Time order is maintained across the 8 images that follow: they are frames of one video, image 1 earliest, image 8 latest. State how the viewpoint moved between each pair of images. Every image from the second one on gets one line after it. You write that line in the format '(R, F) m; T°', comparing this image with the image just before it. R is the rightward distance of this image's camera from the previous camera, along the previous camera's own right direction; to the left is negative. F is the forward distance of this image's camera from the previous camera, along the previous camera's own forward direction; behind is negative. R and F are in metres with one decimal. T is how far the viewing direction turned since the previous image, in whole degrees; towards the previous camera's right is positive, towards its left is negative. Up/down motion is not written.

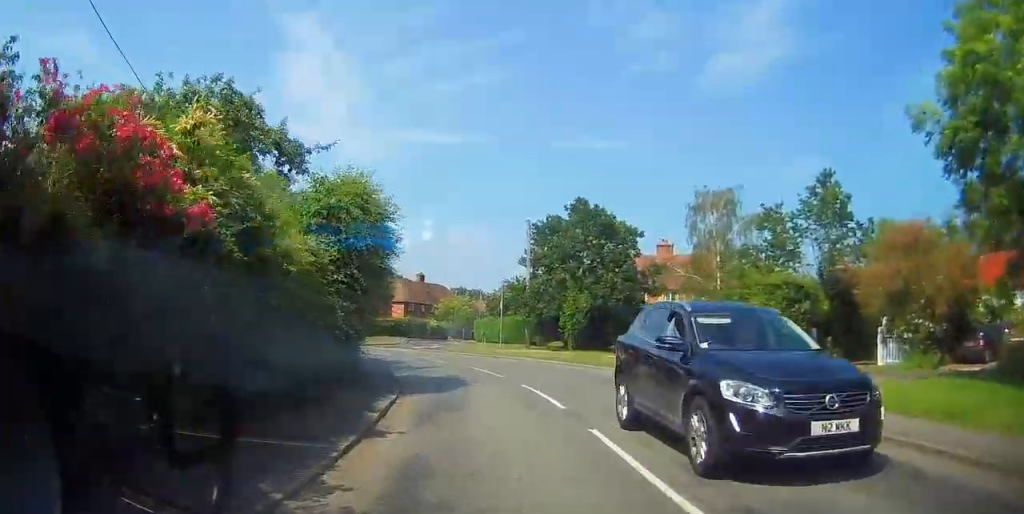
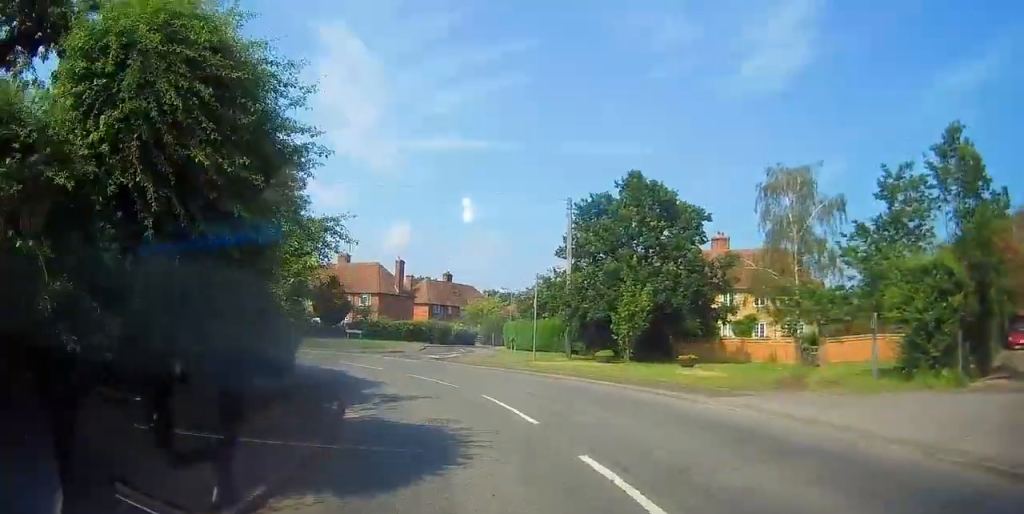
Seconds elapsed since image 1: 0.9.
(-0.2, +5.3) m; -6°
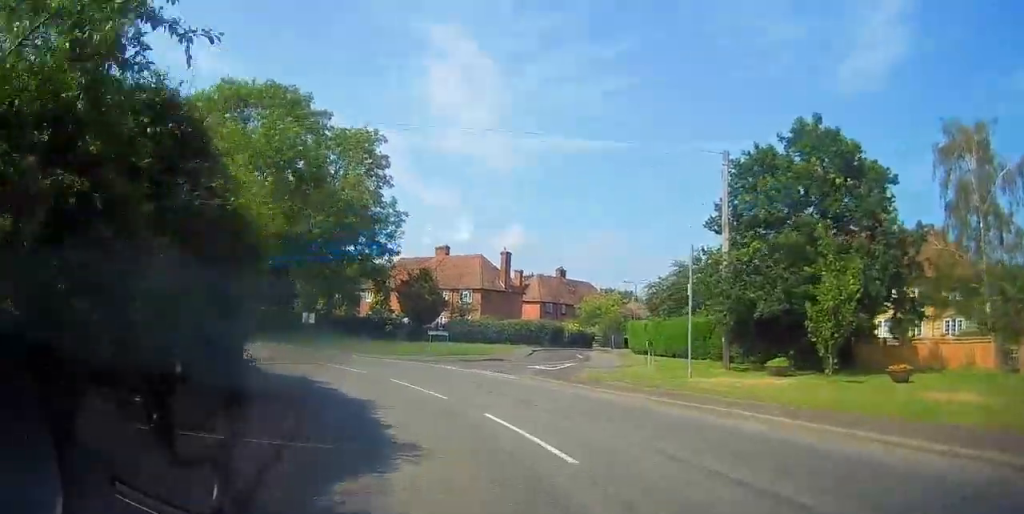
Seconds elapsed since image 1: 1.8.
(-0.5, +7.4) m; -8°
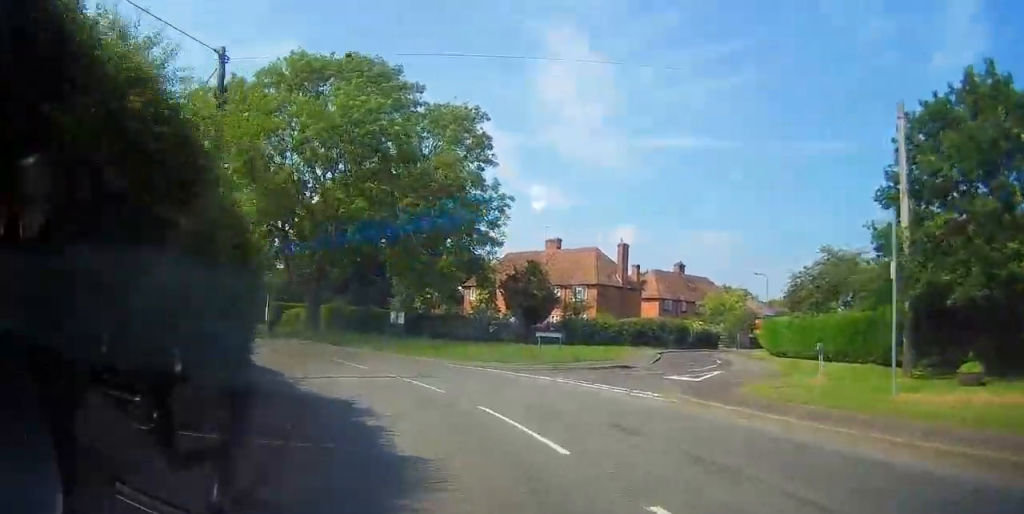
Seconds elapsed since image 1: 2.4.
(+0.1, +6.2) m; -6°
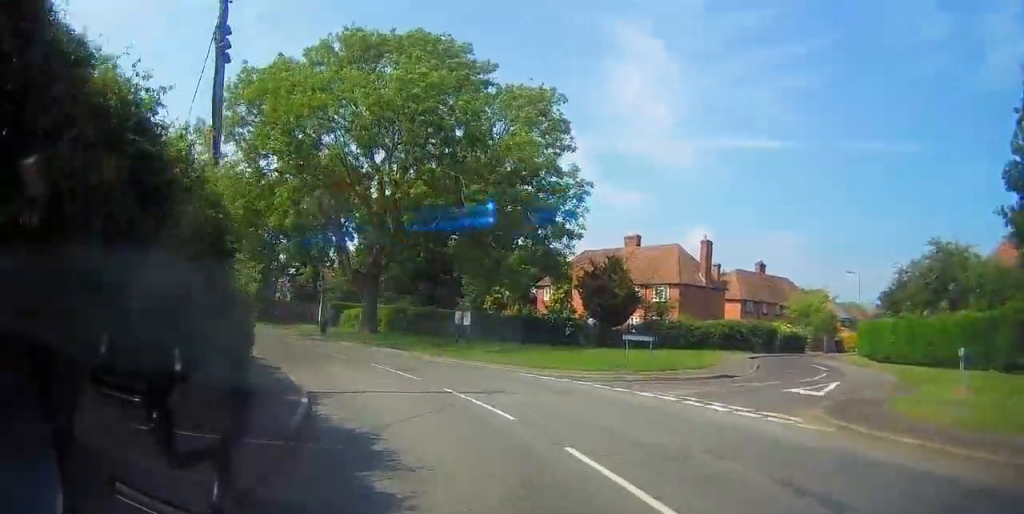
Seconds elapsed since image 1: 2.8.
(-0.5, +4.0) m; -7°
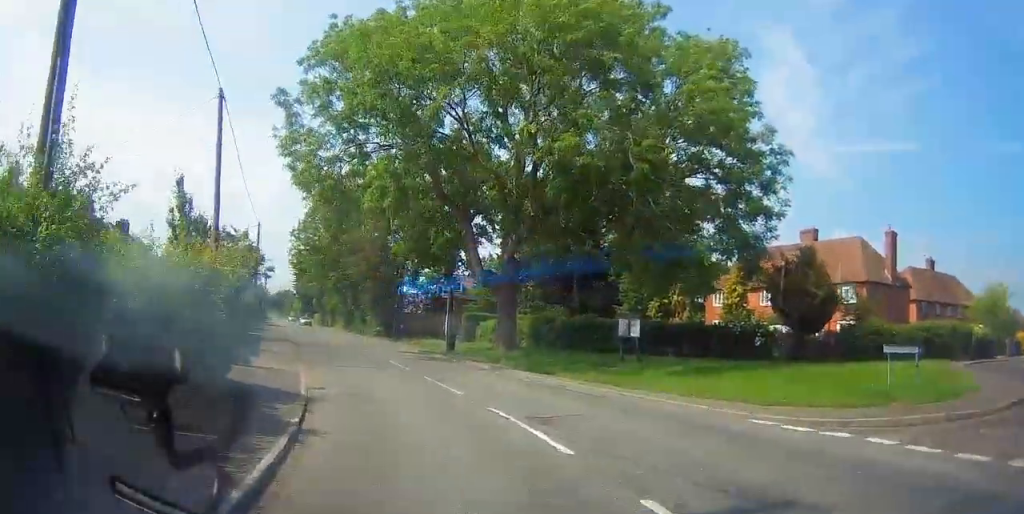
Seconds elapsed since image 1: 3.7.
(-1.1, +8.7) m; -10°
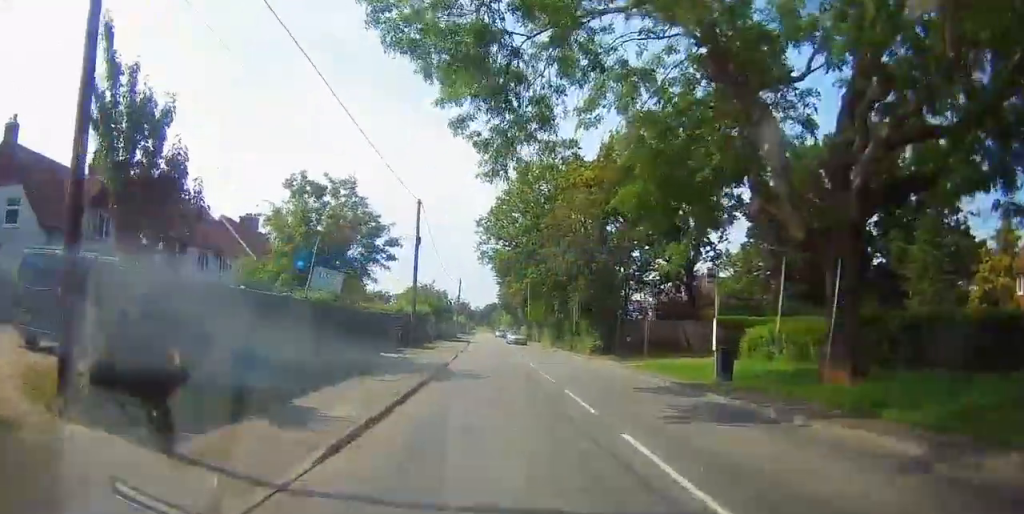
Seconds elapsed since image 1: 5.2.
(-0.3, +14.8) m; -17°
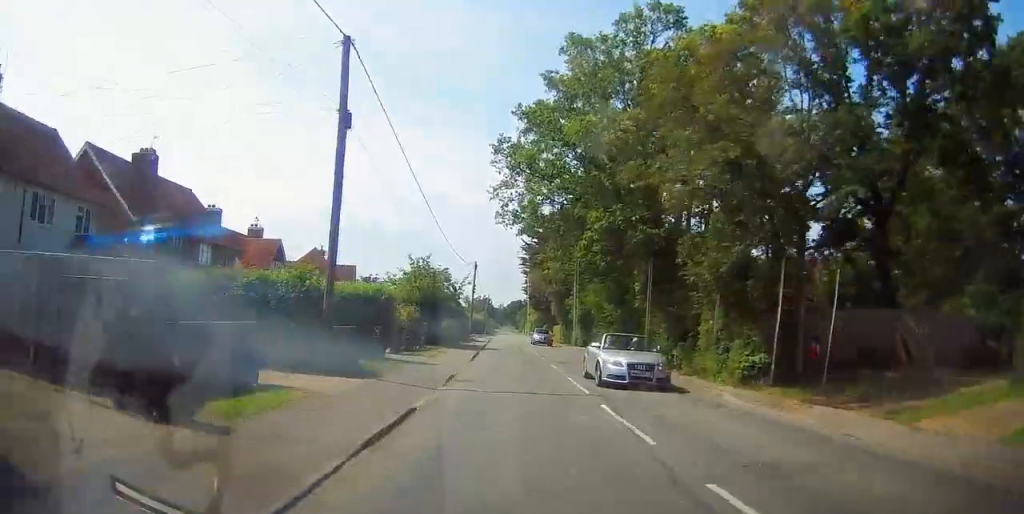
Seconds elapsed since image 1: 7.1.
(-5.3, +21.9) m; -8°
